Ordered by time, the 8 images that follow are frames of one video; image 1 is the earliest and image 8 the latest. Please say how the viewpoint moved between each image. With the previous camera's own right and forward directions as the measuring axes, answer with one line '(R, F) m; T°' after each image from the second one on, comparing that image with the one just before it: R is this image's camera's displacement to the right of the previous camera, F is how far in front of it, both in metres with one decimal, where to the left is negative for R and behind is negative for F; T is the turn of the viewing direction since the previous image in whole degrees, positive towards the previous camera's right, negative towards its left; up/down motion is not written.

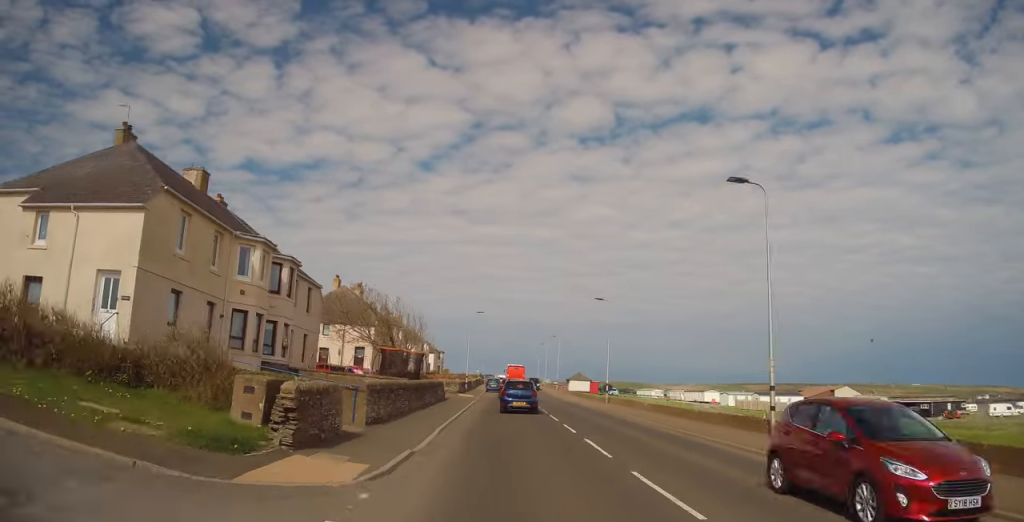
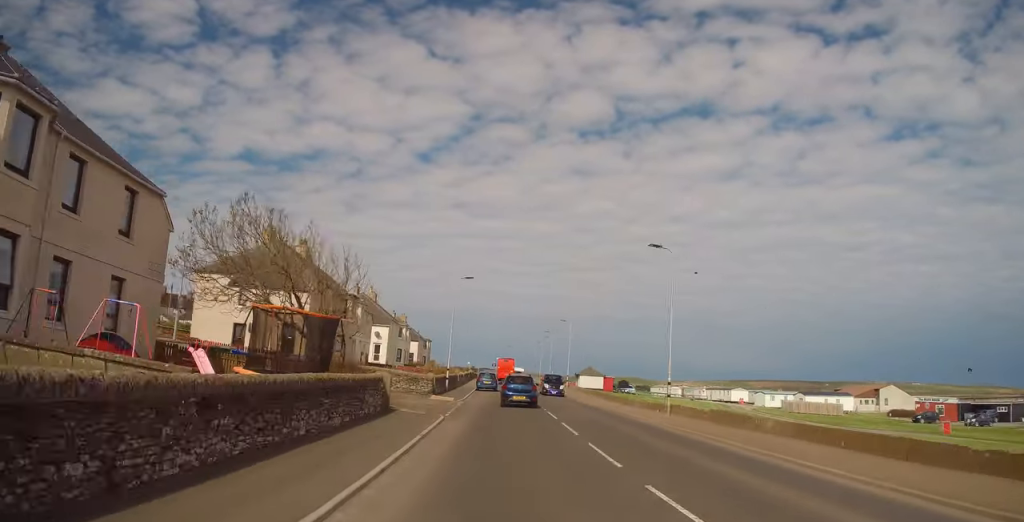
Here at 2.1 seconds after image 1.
(-0.2, +18.7) m; 0°
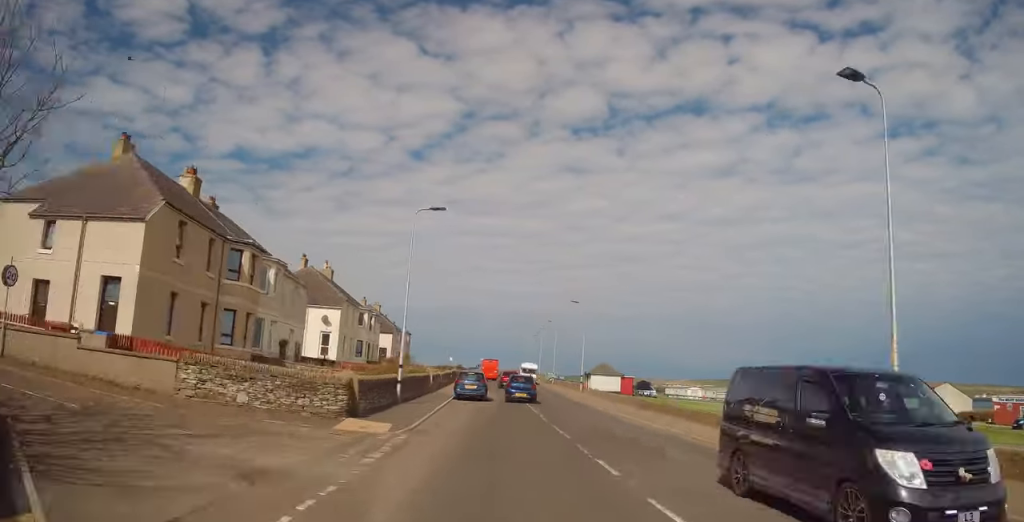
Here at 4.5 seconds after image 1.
(+0.1, +19.7) m; 0°
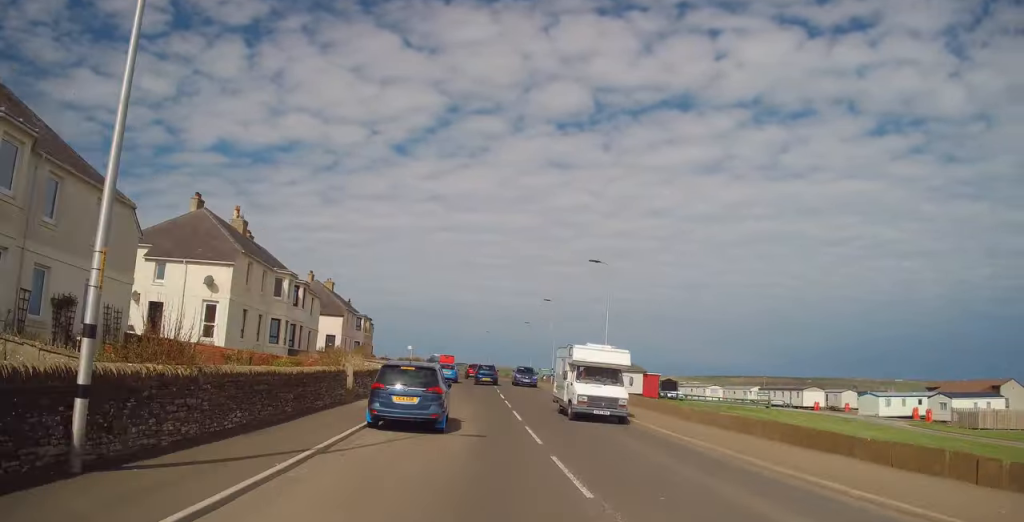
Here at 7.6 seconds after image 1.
(+0.1, +24.4) m; -1°
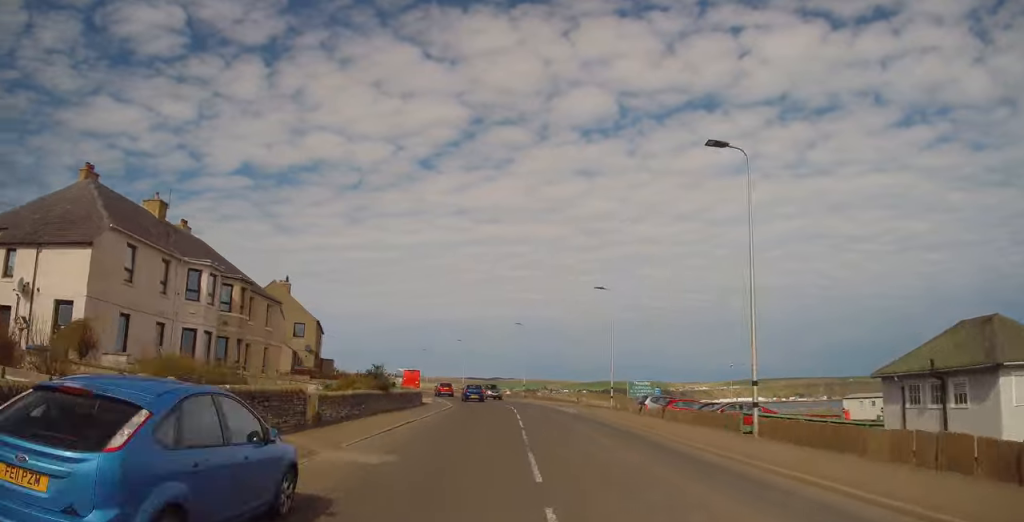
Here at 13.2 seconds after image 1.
(-1.9, +44.2) m; -5°
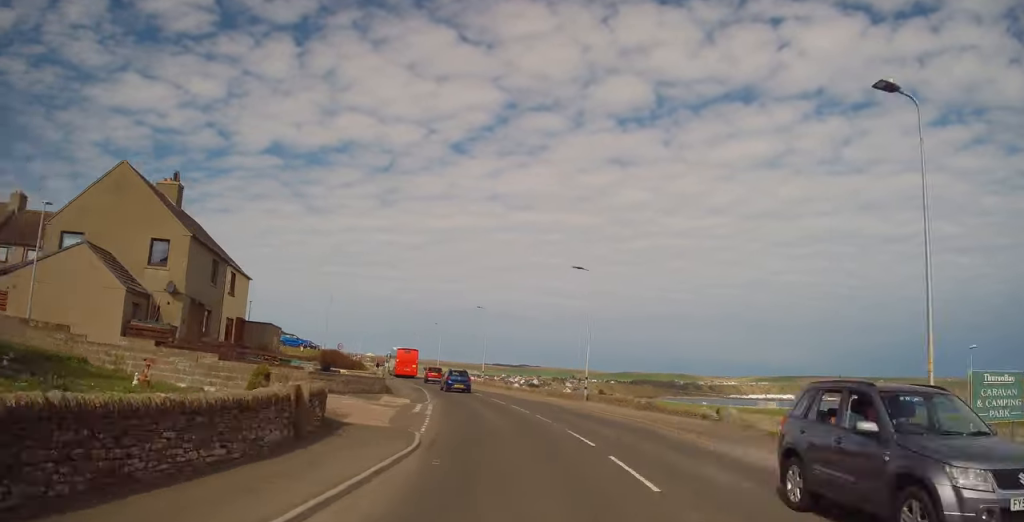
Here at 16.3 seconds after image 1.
(-0.2, +22.6) m; -2°
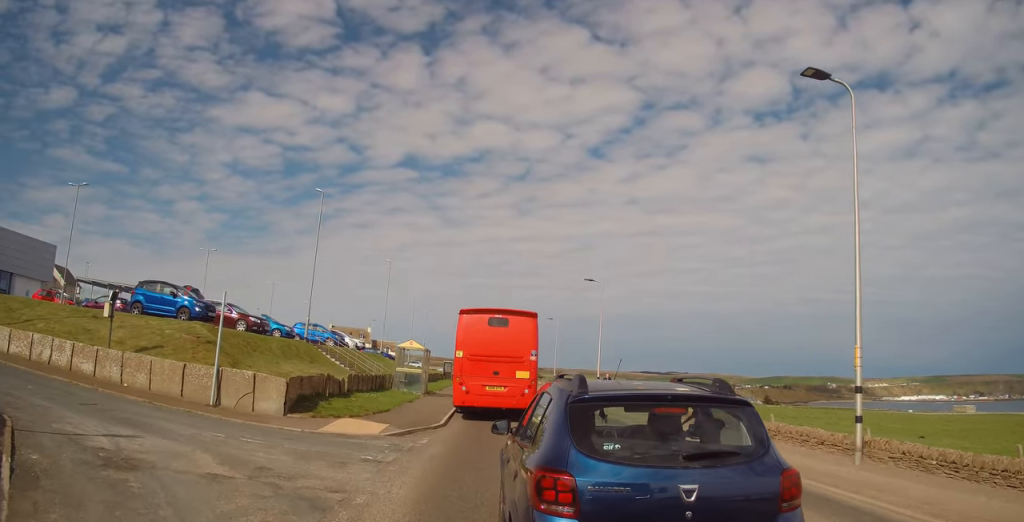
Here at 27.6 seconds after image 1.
(-3.5, +46.3) m; -10°
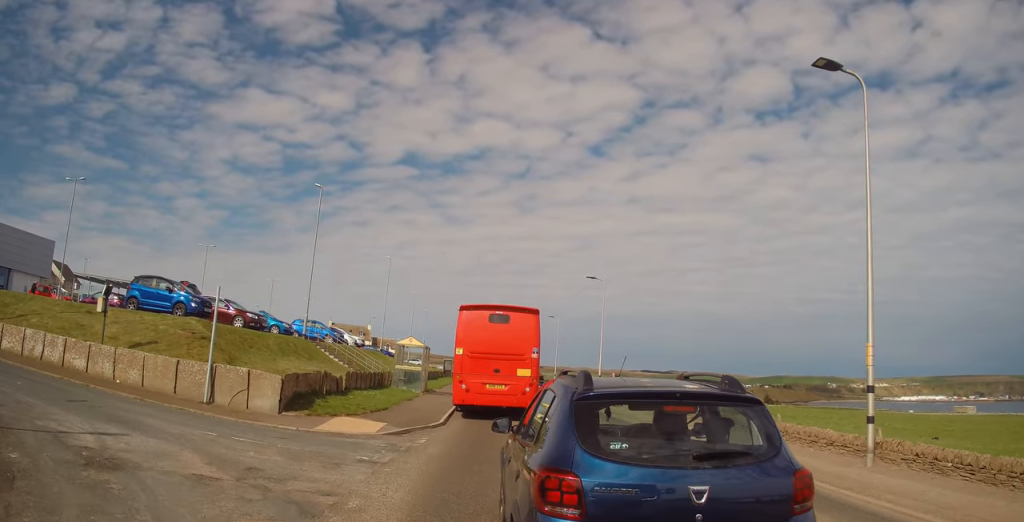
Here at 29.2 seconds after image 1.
(0.0, +2.3) m; -2°
